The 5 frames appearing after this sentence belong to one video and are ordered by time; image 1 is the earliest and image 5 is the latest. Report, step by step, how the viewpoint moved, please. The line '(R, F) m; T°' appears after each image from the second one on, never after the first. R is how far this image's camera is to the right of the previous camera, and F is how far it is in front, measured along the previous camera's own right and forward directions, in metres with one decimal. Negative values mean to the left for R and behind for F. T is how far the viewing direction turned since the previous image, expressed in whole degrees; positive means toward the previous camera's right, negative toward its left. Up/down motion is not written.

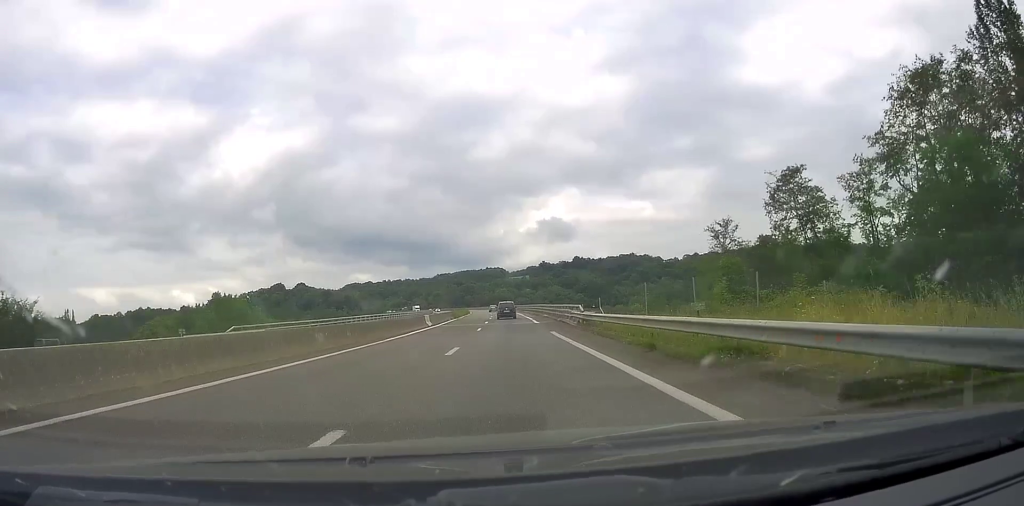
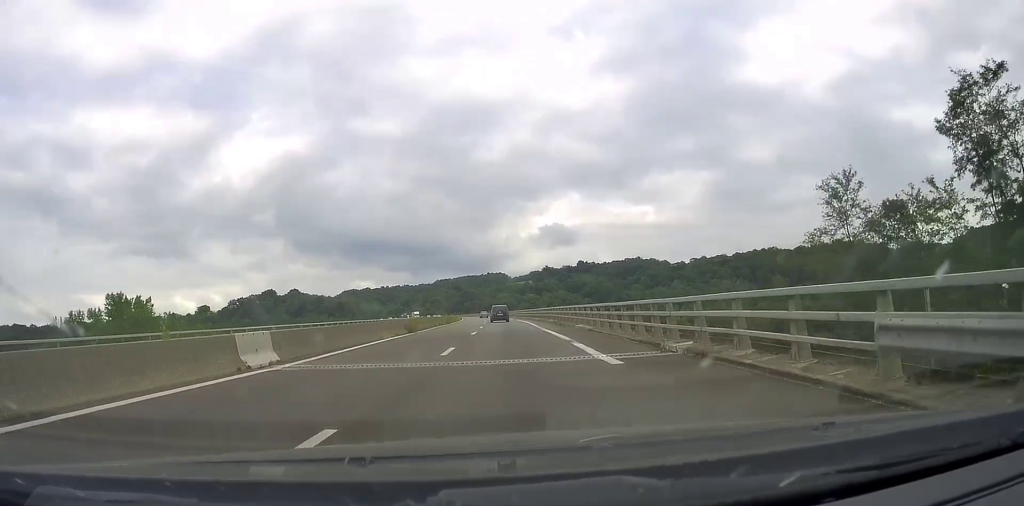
(-0.2, +30.2) m; 0°
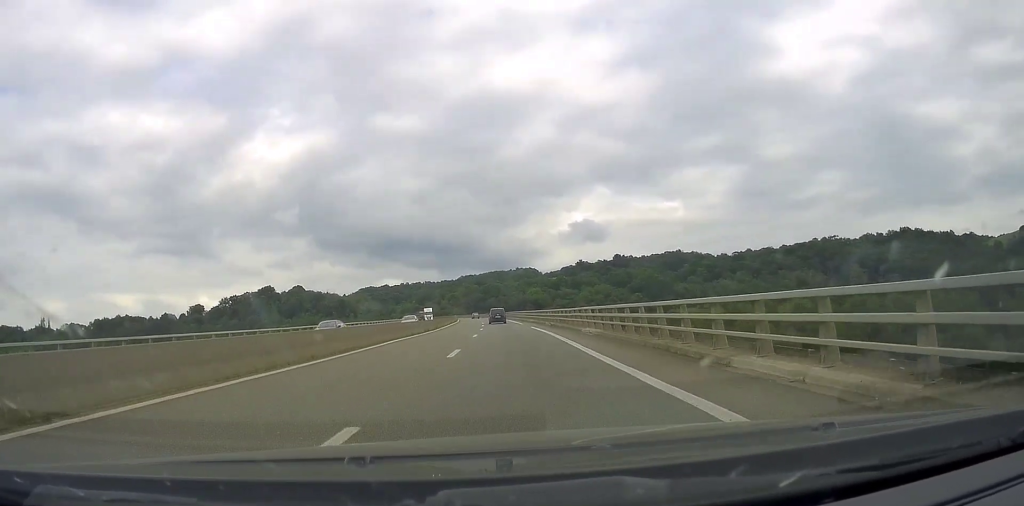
(+0.7, +75.7) m; -1°
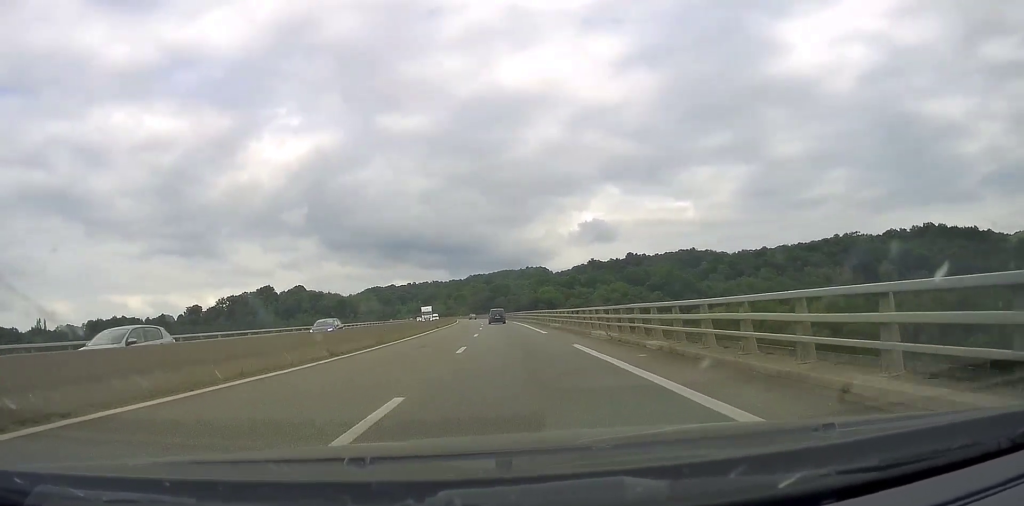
(-0.4, +23.7) m; -1°
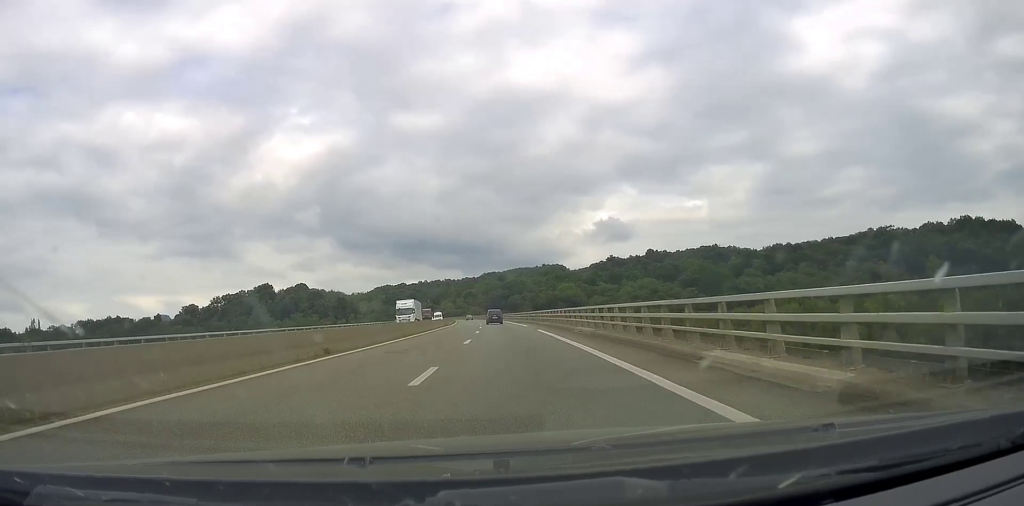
(-0.2, +34.6) m; -2°
